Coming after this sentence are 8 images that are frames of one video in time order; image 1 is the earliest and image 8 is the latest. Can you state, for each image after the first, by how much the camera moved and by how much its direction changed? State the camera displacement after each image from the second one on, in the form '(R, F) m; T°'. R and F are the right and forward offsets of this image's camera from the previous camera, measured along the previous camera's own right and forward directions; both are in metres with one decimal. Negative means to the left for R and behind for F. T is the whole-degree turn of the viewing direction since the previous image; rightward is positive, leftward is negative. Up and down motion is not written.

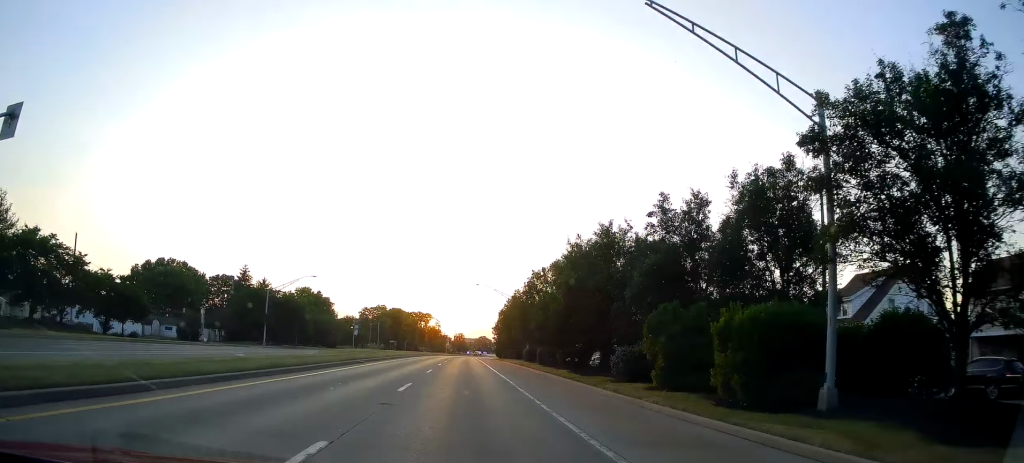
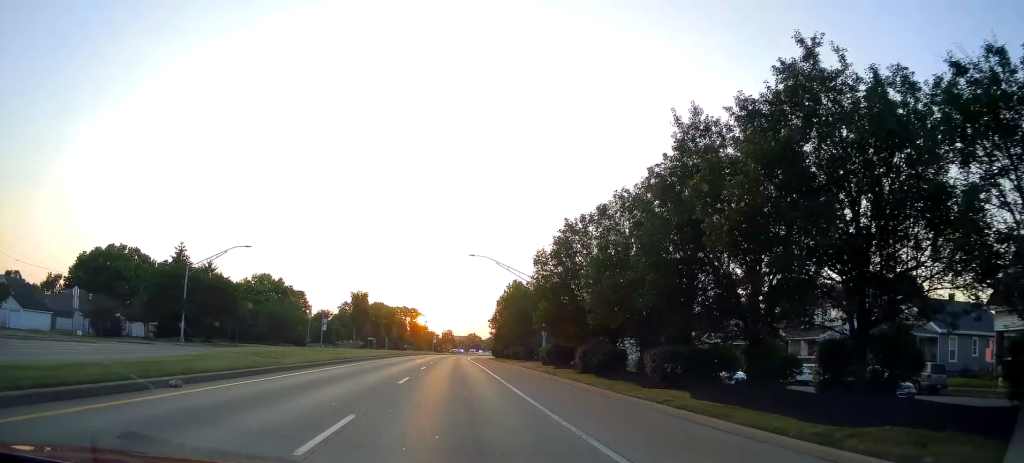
(-0.1, +22.3) m; +2°
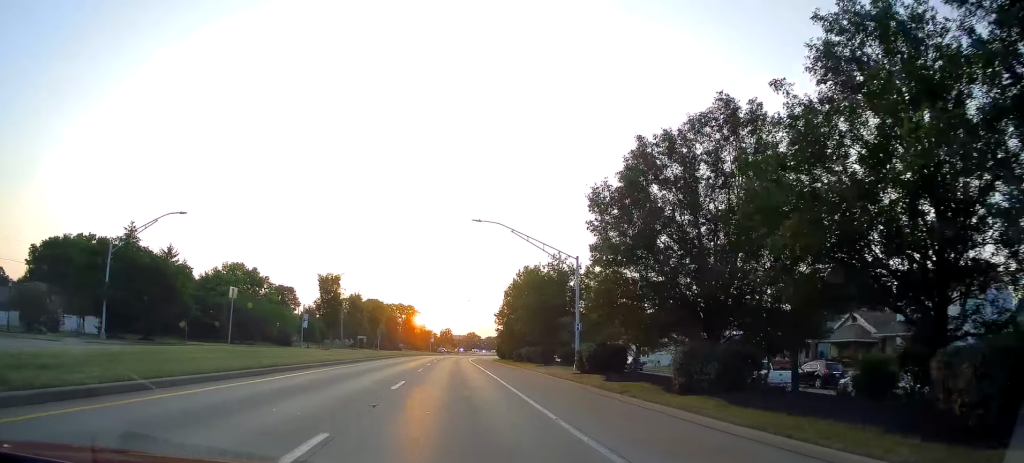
(+0.4, +14.3) m; +3°
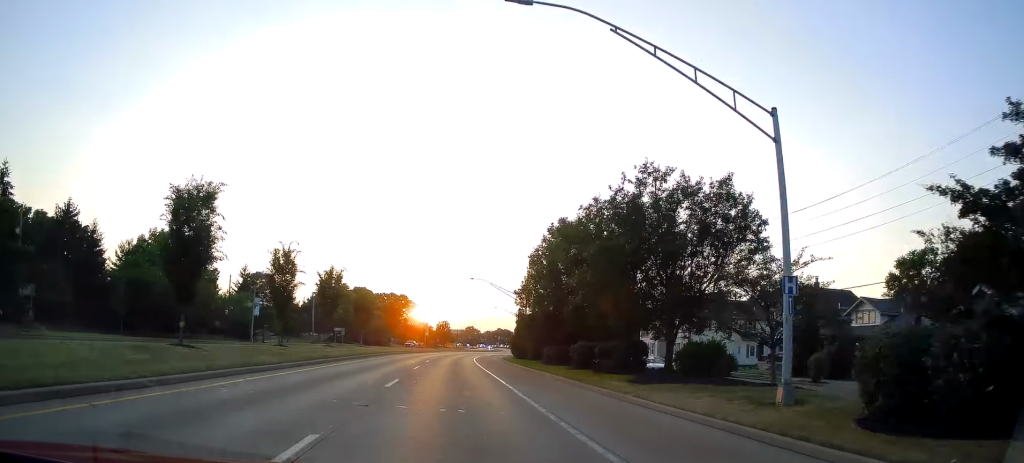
(-0.6, +24.6) m; -3°
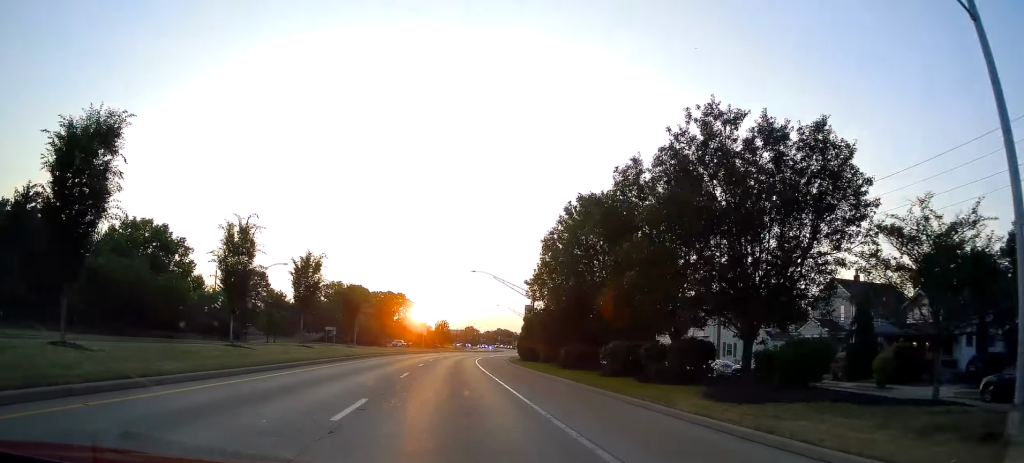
(0.0, +7.2) m; 0°
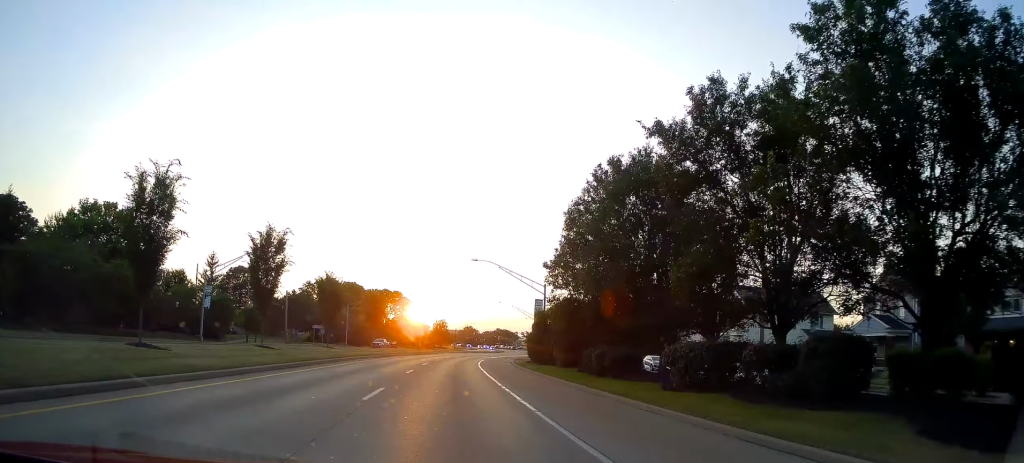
(+0.4, +8.3) m; +1°
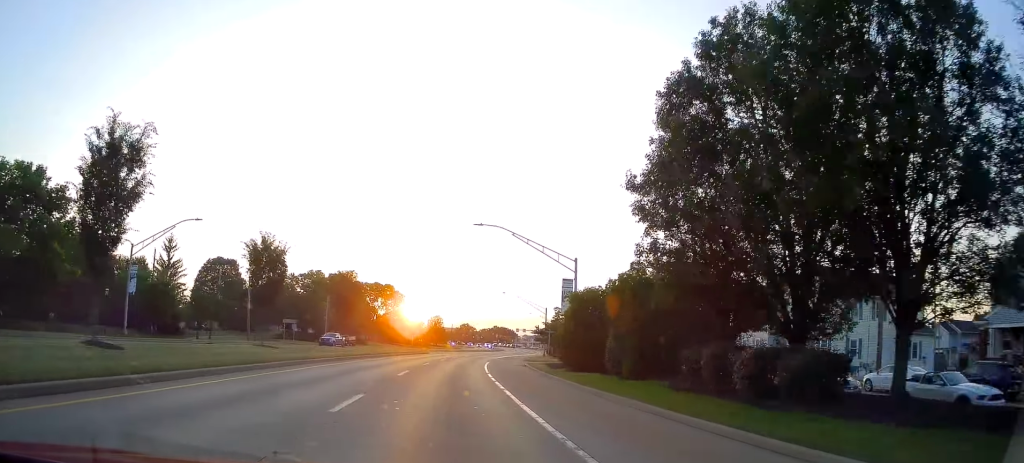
(-0.1, +15.0) m; -1°
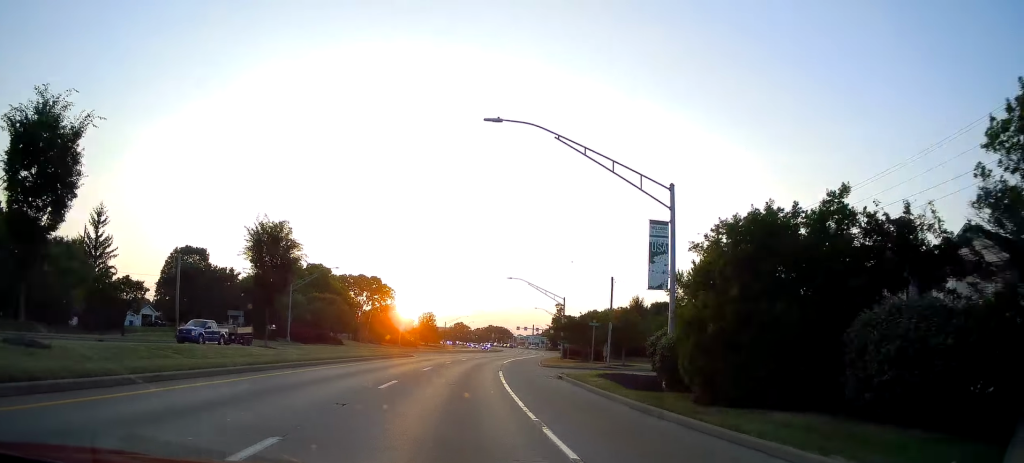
(-0.1, +18.4) m; +2°
